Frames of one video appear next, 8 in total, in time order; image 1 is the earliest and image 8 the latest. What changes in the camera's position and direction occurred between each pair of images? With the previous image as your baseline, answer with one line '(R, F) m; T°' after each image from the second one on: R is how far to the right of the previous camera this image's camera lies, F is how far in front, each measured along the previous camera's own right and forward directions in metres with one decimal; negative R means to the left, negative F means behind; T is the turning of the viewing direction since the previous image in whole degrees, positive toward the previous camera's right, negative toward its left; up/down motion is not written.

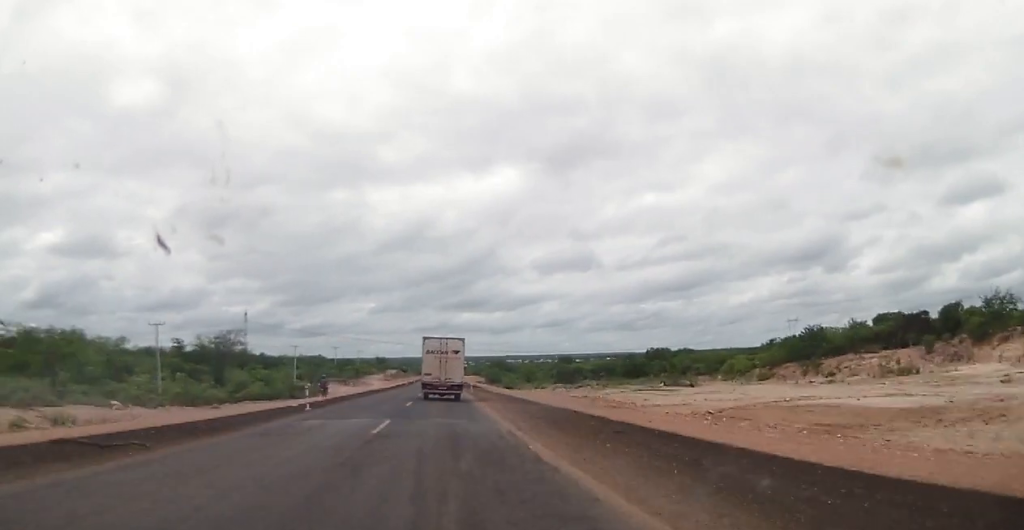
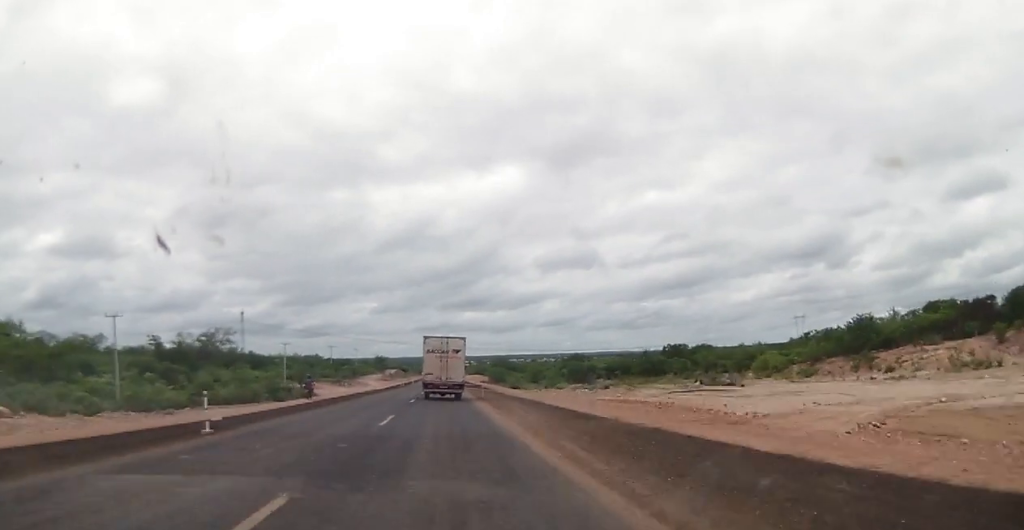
(+0.1, +14.0) m; 0°
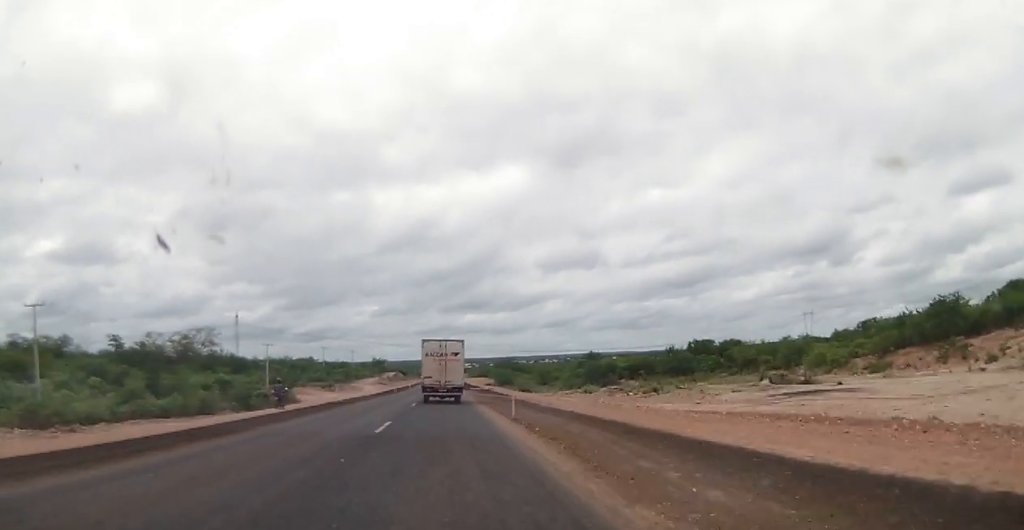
(0.0, +18.2) m; 0°
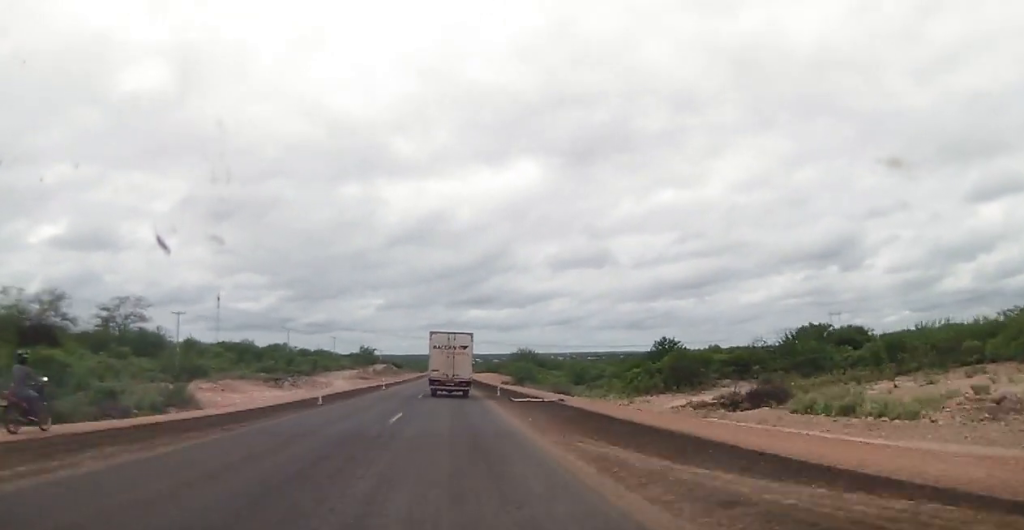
(0.0, +51.5) m; +1°
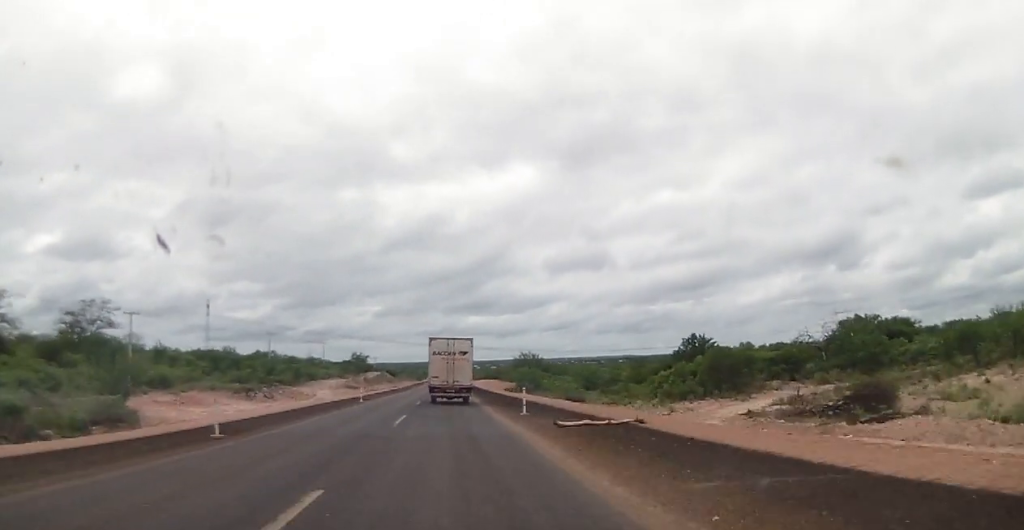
(0.0, +14.2) m; 0°
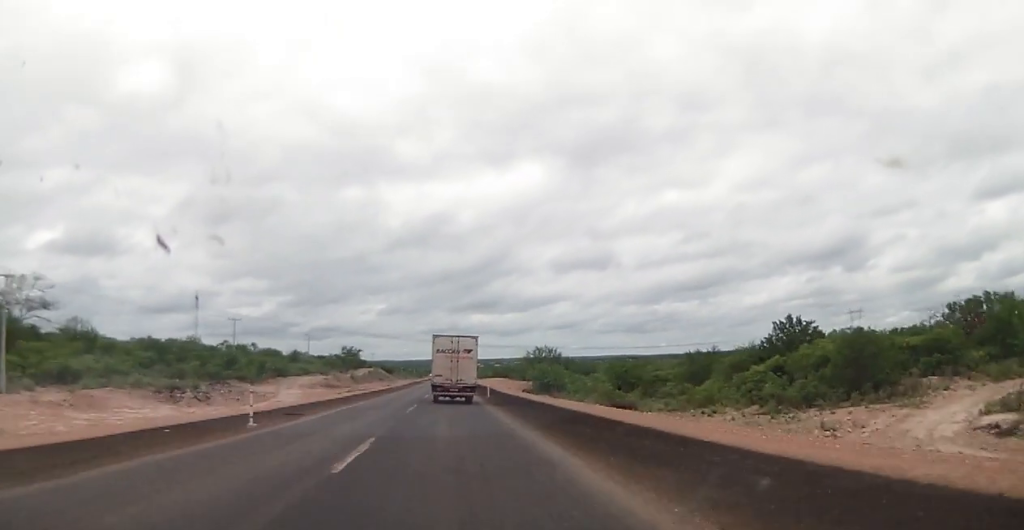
(+0.1, +26.3) m; -1°
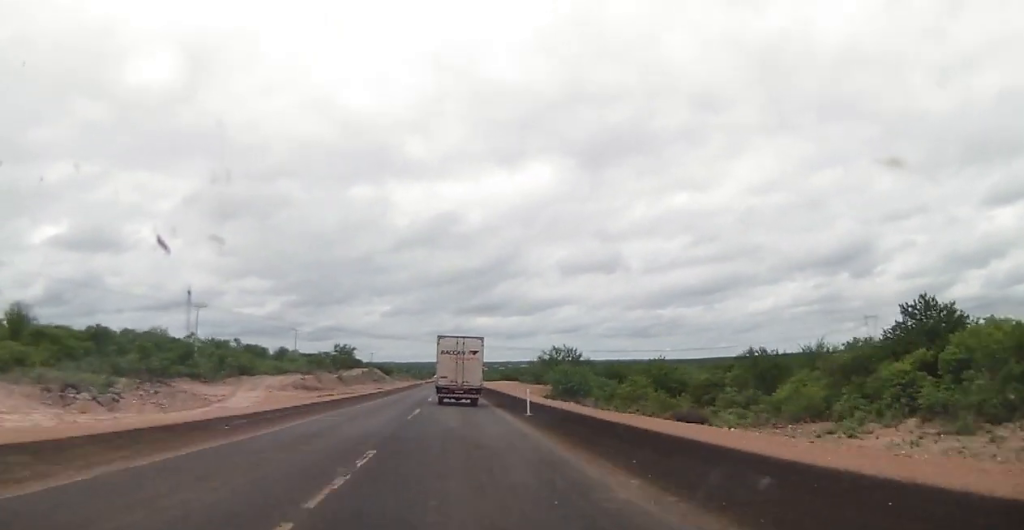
(-0.3, +20.3) m; -1°
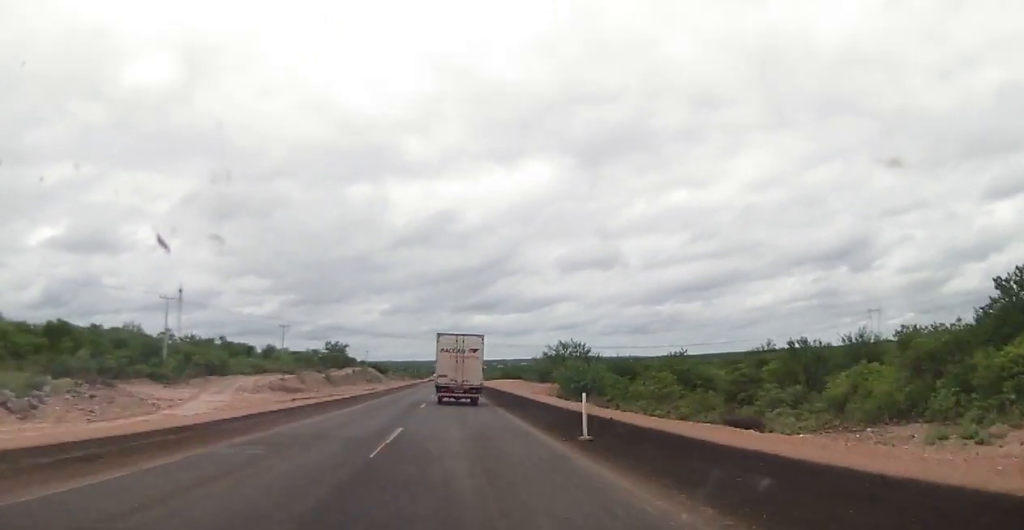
(0.0, +10.6) m; 0°
